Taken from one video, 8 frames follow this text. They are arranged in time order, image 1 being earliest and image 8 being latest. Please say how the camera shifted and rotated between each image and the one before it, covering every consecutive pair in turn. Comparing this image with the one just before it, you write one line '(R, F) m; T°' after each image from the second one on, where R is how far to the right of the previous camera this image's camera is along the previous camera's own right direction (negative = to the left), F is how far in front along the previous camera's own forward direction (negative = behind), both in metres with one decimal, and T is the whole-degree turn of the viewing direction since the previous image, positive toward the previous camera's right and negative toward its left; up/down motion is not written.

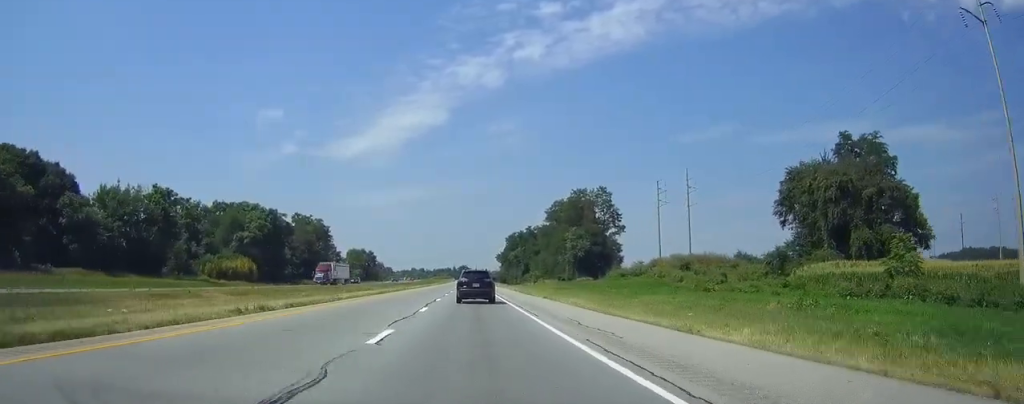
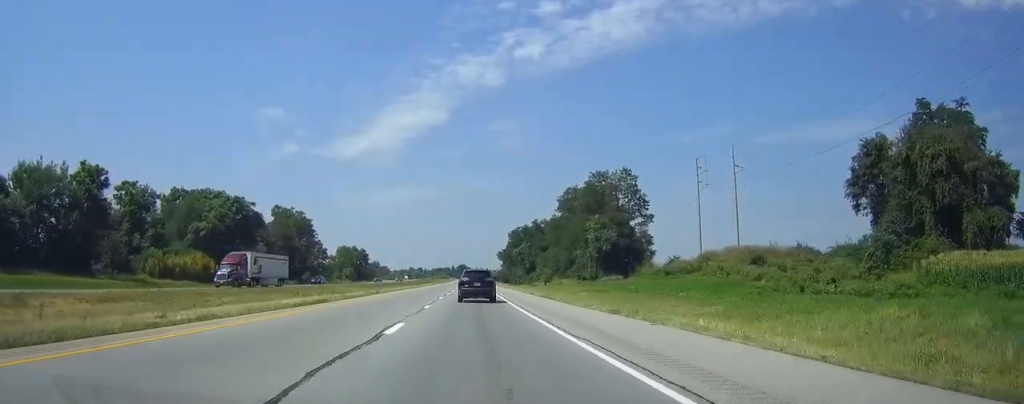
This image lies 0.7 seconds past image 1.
(0.0, +22.7) m; 0°
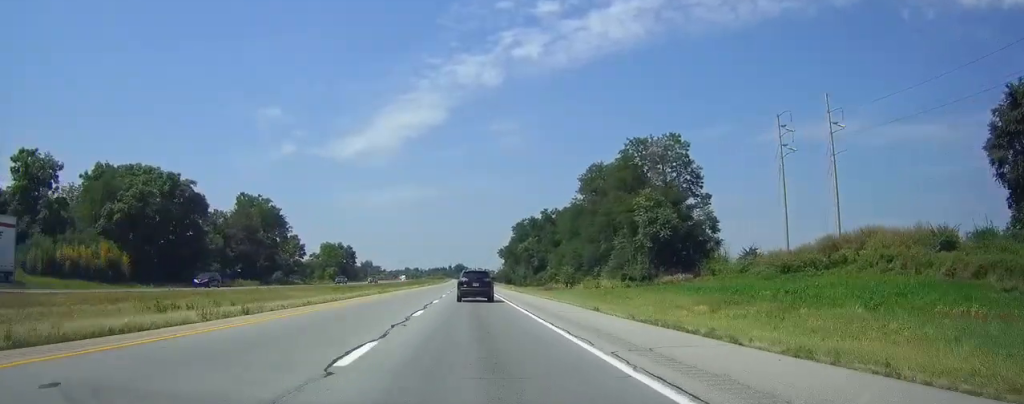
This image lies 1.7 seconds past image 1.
(0.0, +29.7) m; 0°
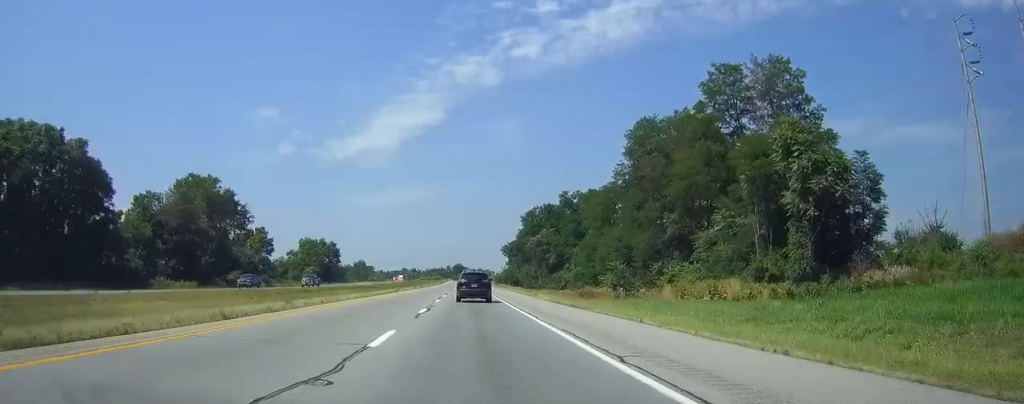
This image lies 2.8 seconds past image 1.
(+0.1, +33.6) m; 0°
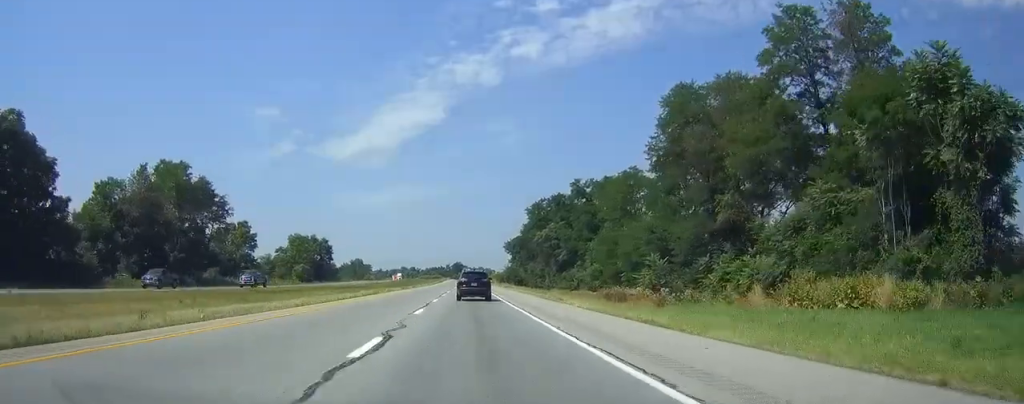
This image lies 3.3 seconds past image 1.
(0.0, +14.2) m; 0°
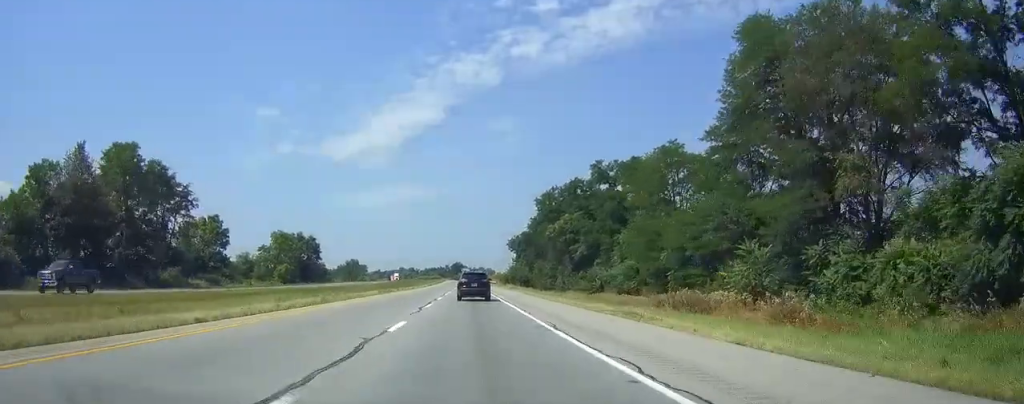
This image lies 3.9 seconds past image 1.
(-0.1, +19.2) m; 0°
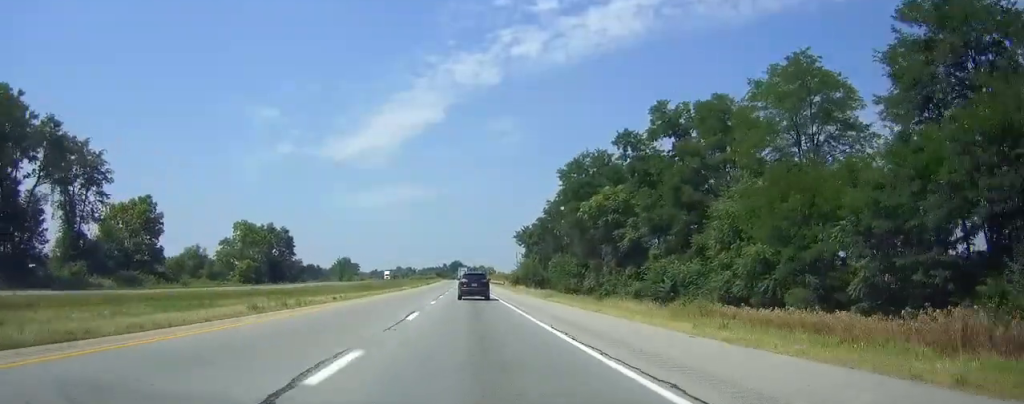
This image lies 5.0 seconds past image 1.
(+0.1, +32.4) m; 0°
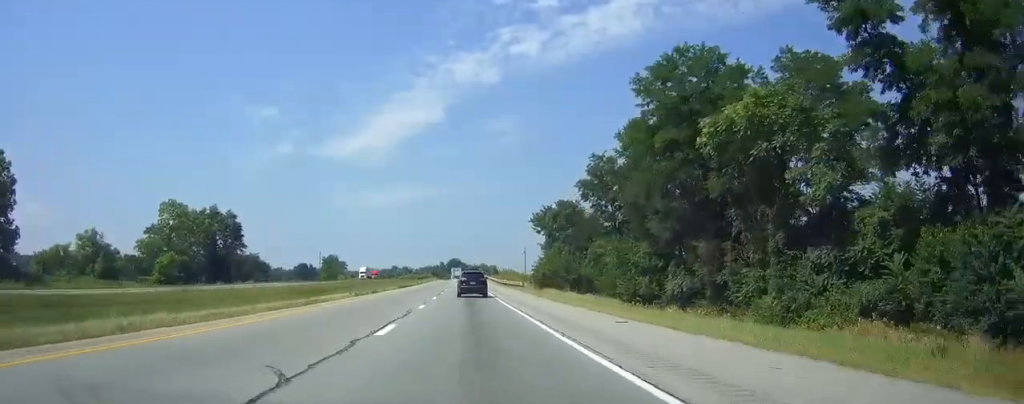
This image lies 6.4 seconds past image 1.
(0.0, +42.5) m; 0°
